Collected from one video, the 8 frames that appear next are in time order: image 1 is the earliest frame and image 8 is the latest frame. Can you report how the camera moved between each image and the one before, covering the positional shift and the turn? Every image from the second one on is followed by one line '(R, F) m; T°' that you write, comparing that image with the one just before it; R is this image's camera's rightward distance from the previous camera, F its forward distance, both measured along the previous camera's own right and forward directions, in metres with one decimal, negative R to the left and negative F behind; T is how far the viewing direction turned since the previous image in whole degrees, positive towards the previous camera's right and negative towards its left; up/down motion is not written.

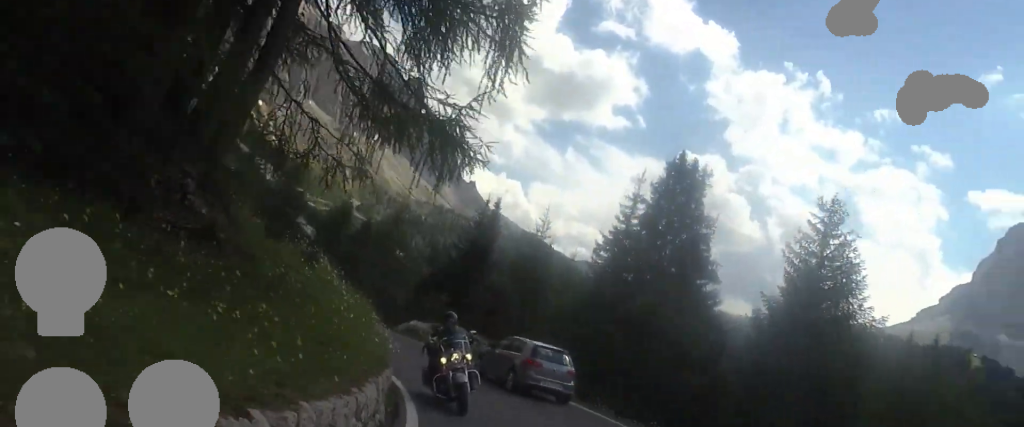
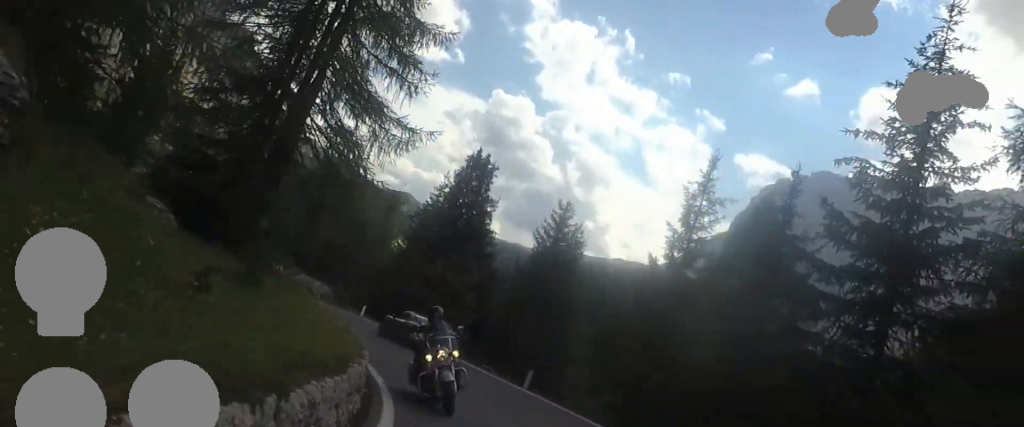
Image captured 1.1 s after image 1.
(+1.7, +12.0) m; +18°
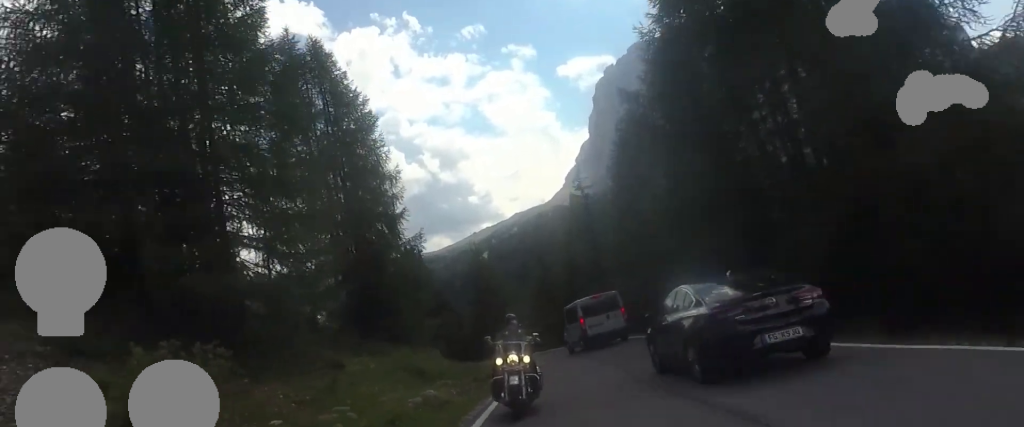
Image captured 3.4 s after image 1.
(+4.2, +26.8) m; +5°
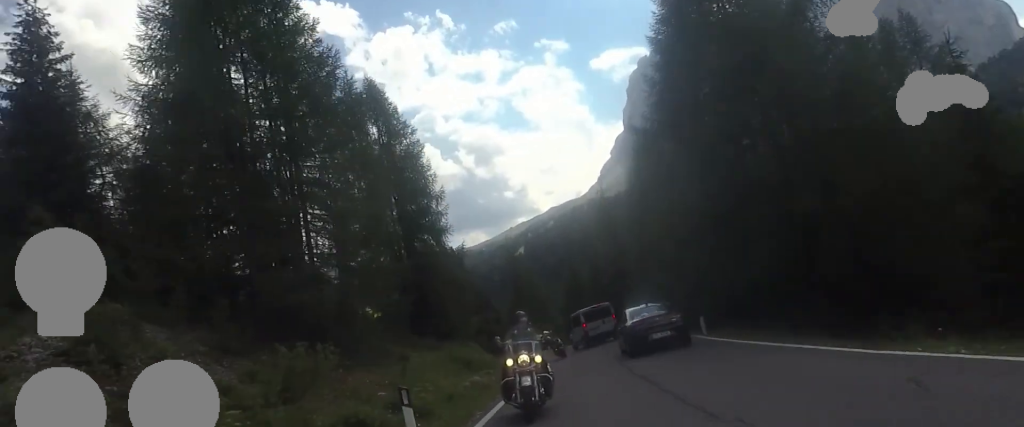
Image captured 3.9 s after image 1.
(-0.2, +5.3) m; -4°
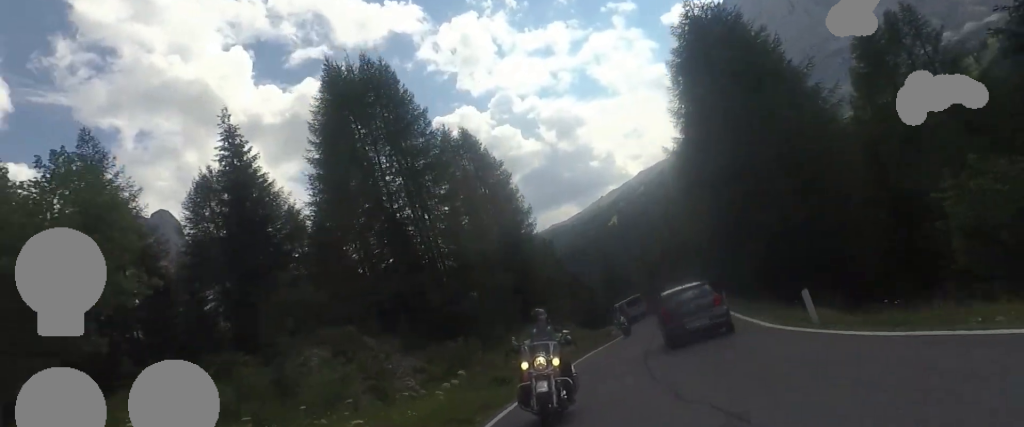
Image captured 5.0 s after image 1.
(-1.0, +11.8) m; -16°
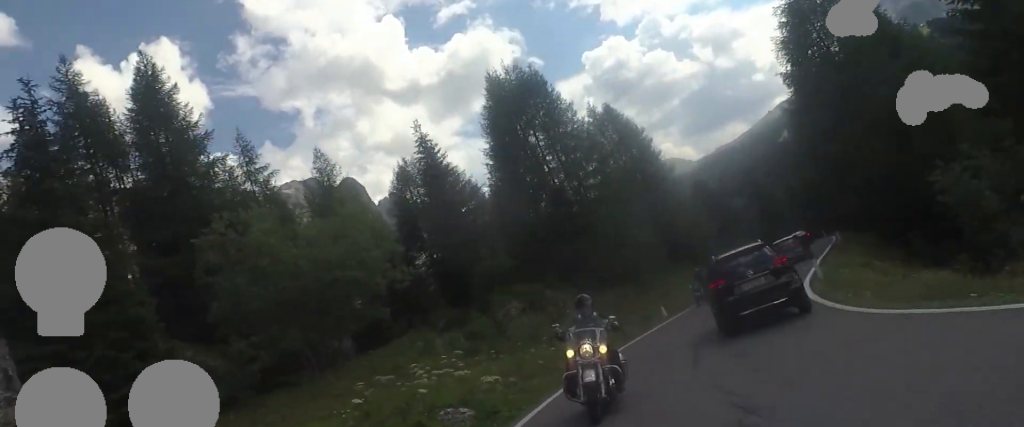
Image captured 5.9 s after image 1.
(-1.8, +10.2) m; -17°
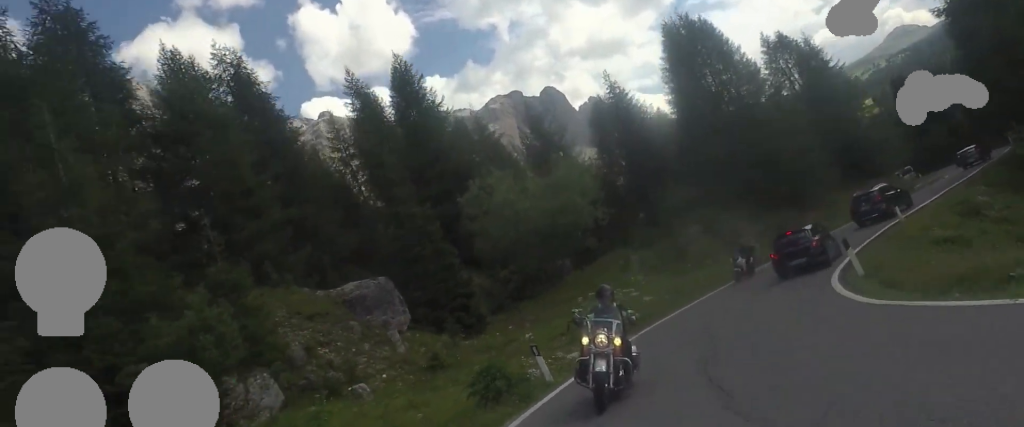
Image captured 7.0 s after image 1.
(-1.6, +11.4) m; -16°
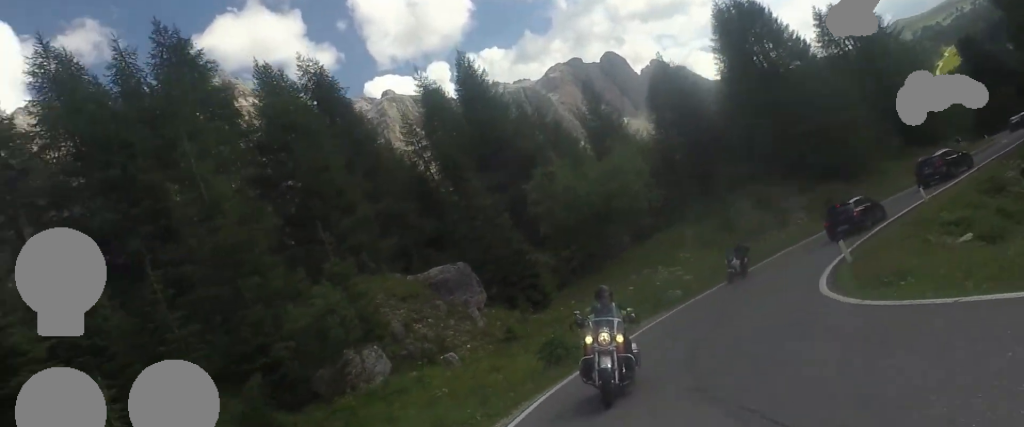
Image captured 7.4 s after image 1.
(-0.1, +4.4) m; -6°
